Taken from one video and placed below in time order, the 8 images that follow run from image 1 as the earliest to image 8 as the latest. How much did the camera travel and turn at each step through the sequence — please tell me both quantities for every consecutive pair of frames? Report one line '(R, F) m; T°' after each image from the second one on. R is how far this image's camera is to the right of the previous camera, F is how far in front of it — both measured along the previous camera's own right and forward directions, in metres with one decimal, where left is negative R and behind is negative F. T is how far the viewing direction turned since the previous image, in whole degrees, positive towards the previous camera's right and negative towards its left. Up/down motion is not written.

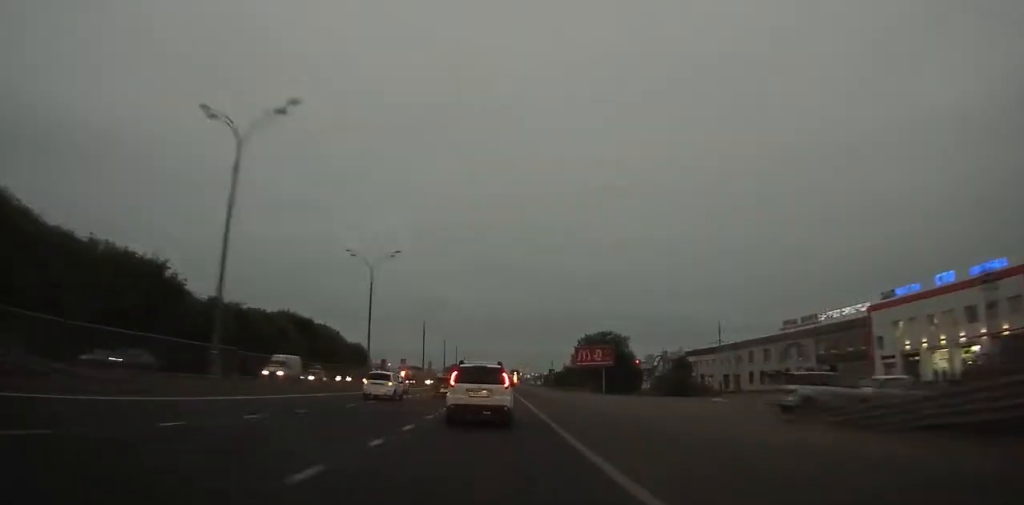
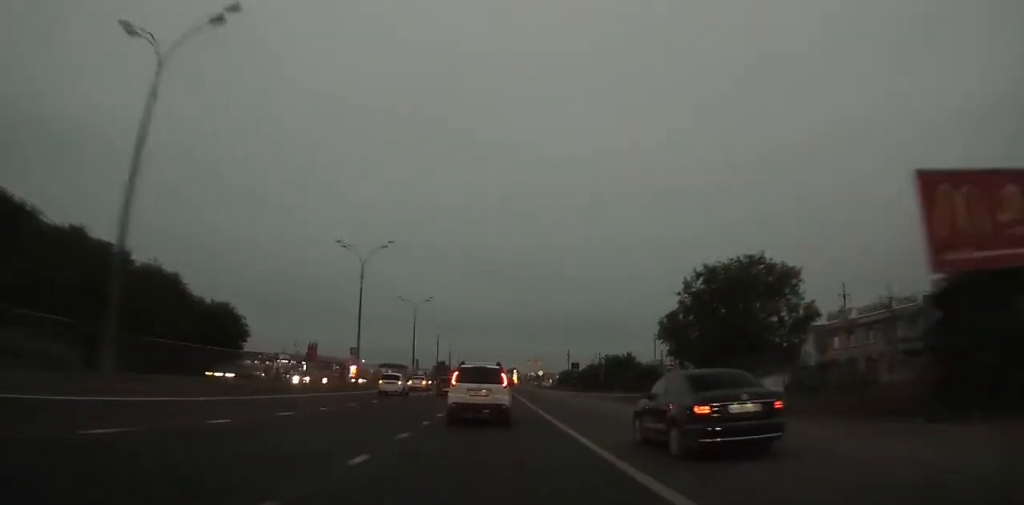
(-0.2, +77.7) m; 0°
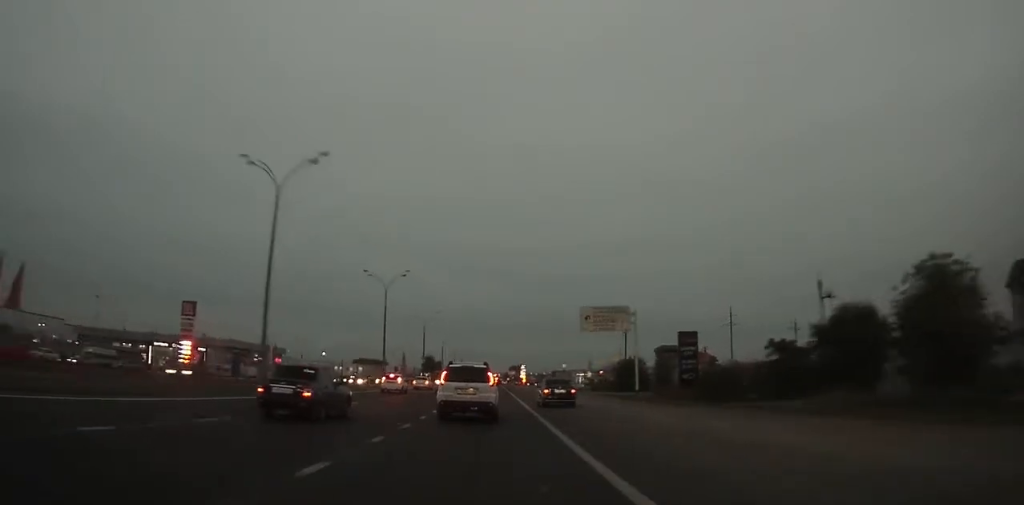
(+0.5, +91.0) m; 0°
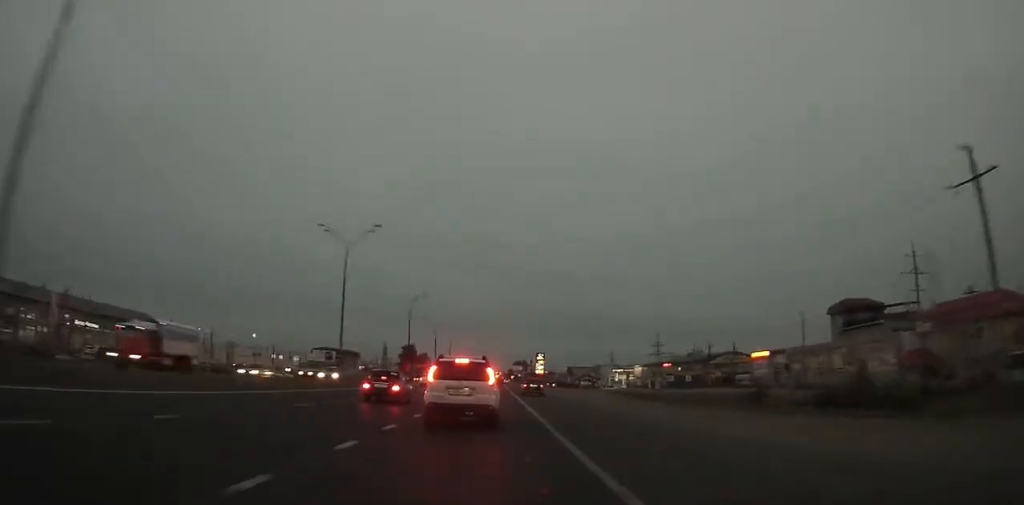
(-0.1, +84.9) m; 0°
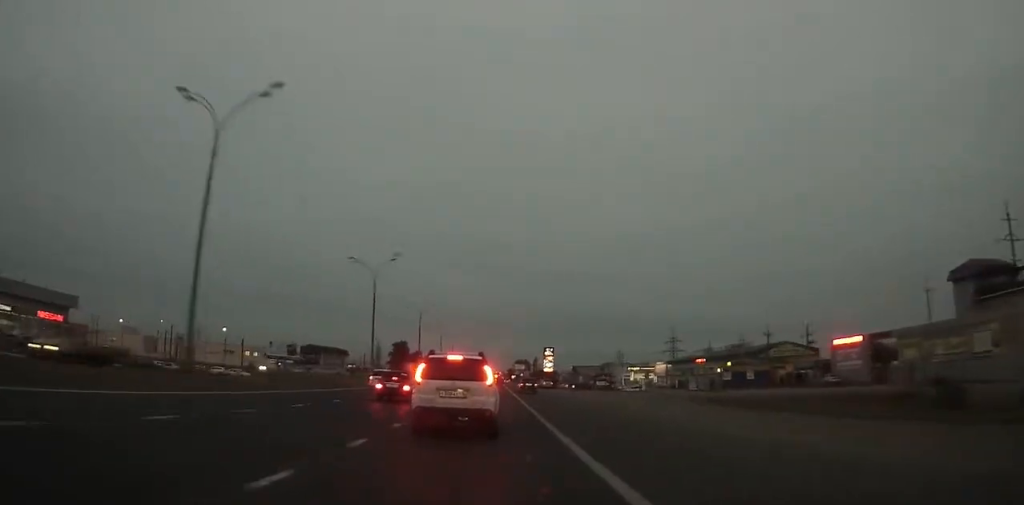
(0.0, +22.8) m; 0°
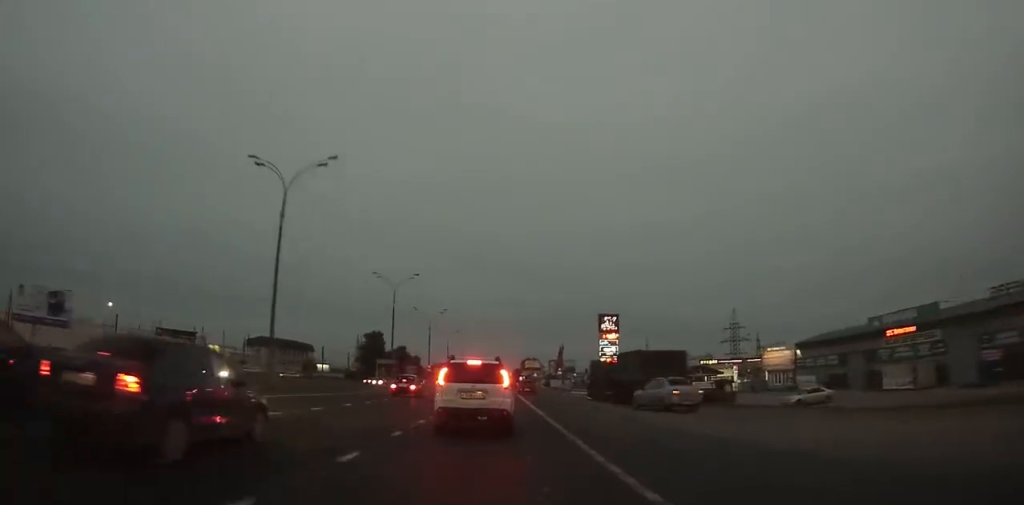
(-0.5, +65.5) m; -1°
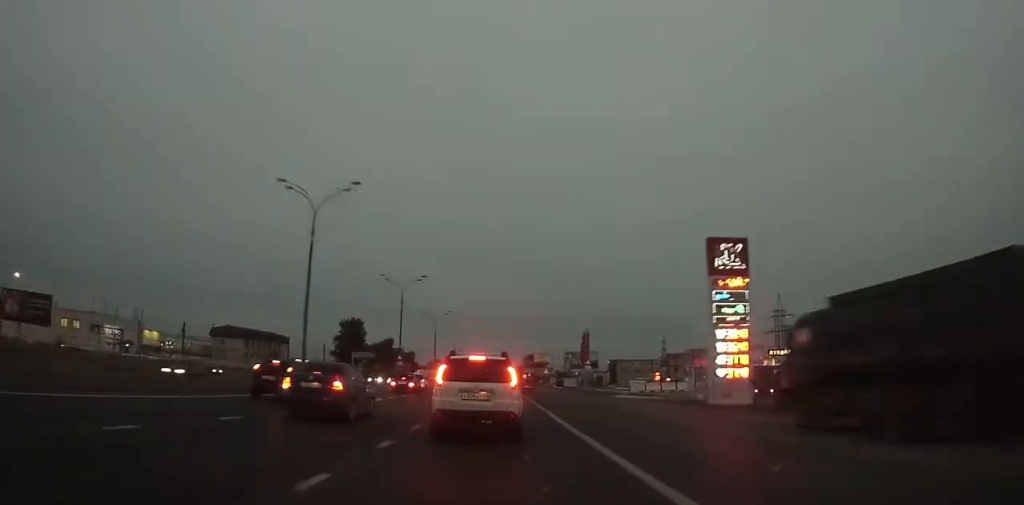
(-0.1, +28.3) m; +1°
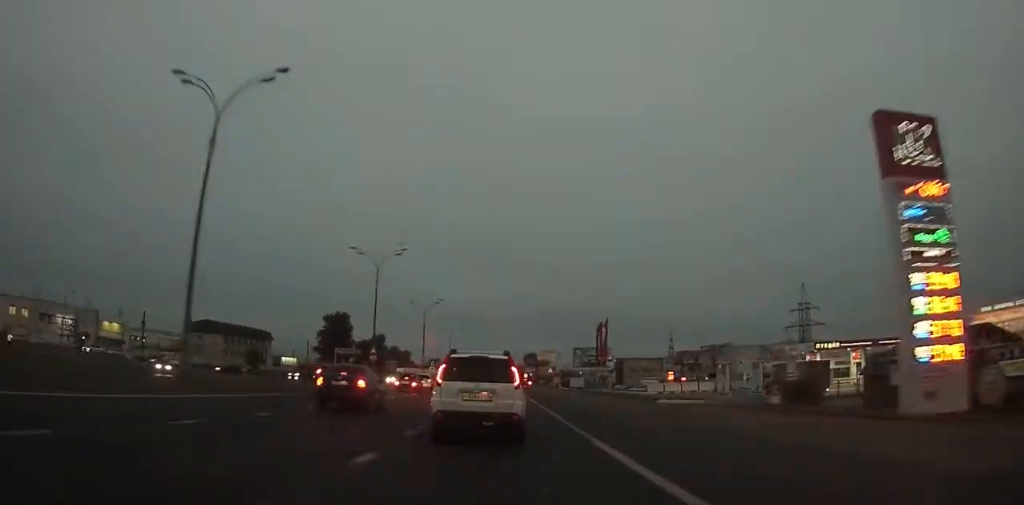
(0.0, +14.7) m; 0°
